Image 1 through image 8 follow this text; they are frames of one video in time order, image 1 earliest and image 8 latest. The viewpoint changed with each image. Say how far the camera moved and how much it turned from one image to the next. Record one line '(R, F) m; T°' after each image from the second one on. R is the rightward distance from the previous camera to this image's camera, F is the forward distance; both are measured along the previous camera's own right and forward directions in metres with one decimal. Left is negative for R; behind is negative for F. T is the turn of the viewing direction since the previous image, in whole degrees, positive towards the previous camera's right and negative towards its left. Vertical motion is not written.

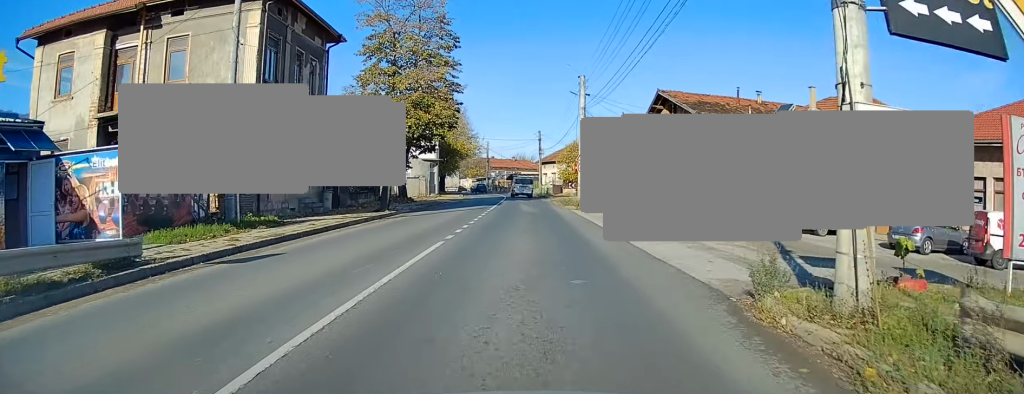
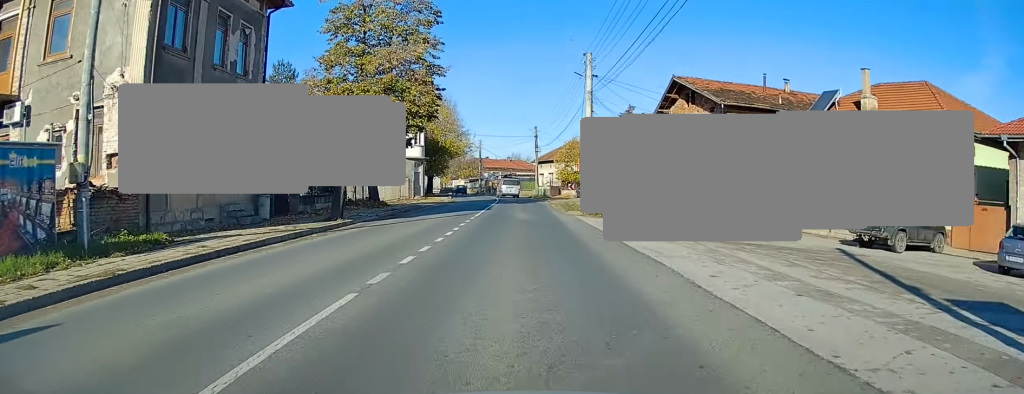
(+0.1, +6.9) m; +1°
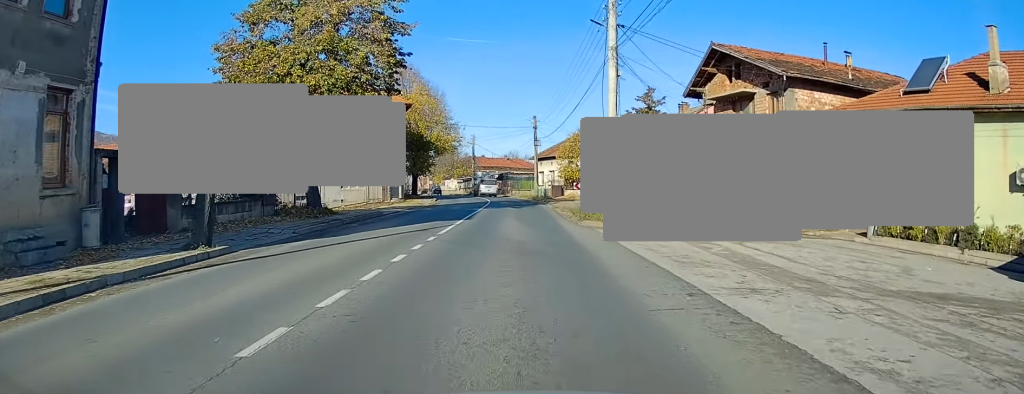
(-0.1, +10.3) m; -2°
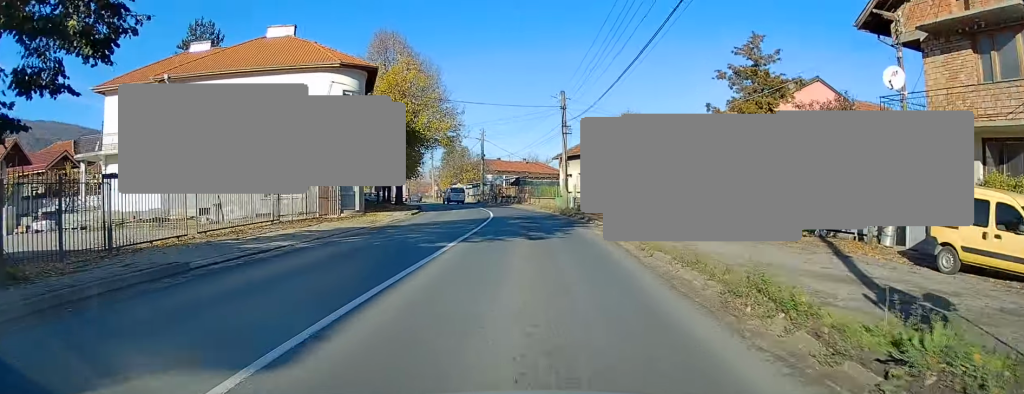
(-0.6, +18.3) m; 0°
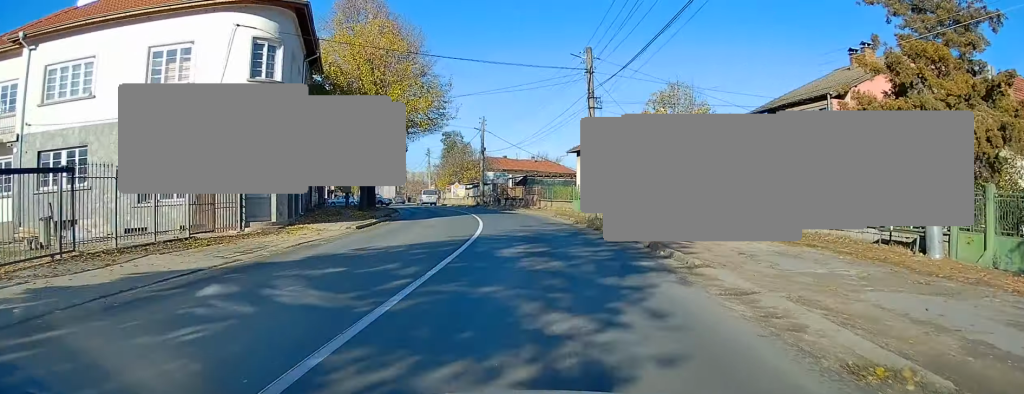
(+0.3, +11.7) m; 0°
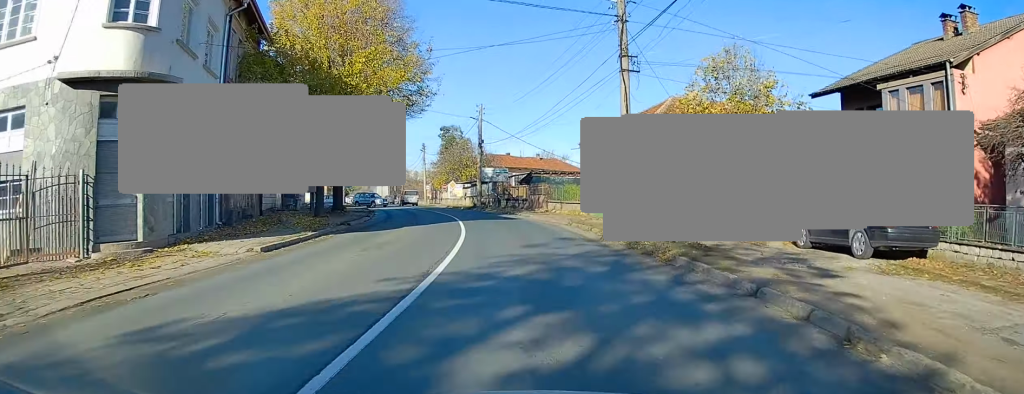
(-0.2, +8.0) m; -2°
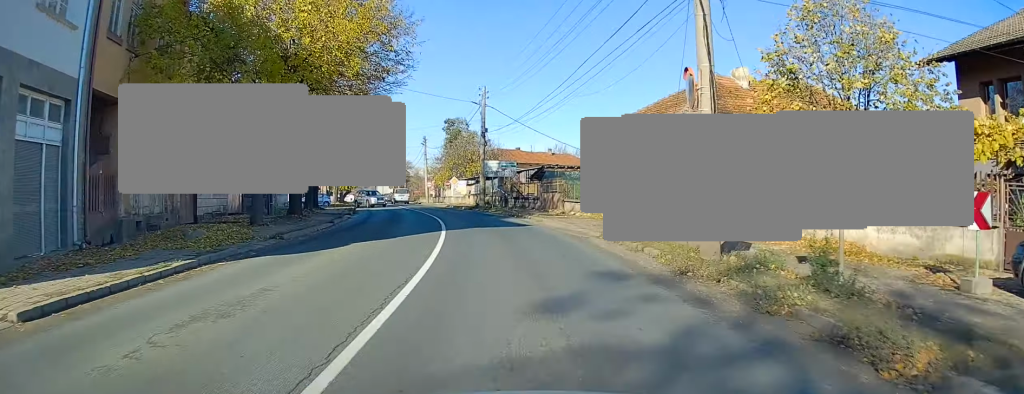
(-0.1, +7.7) m; -2°
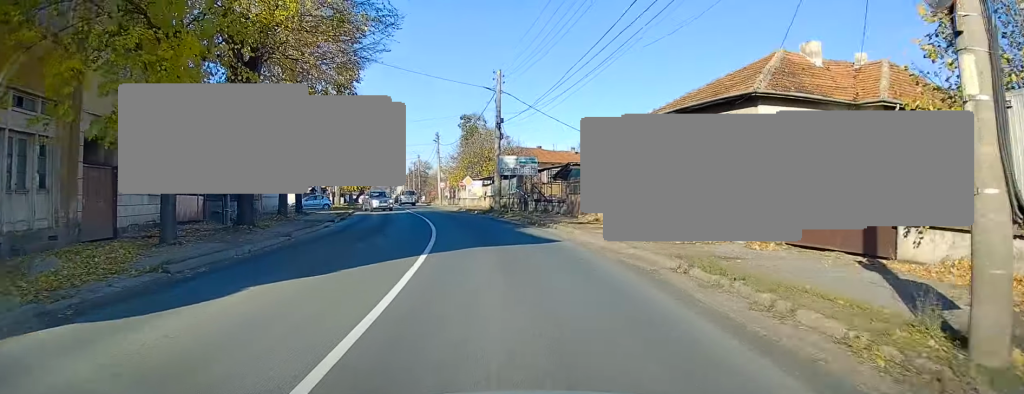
(0.0, +6.6) m; -2°
